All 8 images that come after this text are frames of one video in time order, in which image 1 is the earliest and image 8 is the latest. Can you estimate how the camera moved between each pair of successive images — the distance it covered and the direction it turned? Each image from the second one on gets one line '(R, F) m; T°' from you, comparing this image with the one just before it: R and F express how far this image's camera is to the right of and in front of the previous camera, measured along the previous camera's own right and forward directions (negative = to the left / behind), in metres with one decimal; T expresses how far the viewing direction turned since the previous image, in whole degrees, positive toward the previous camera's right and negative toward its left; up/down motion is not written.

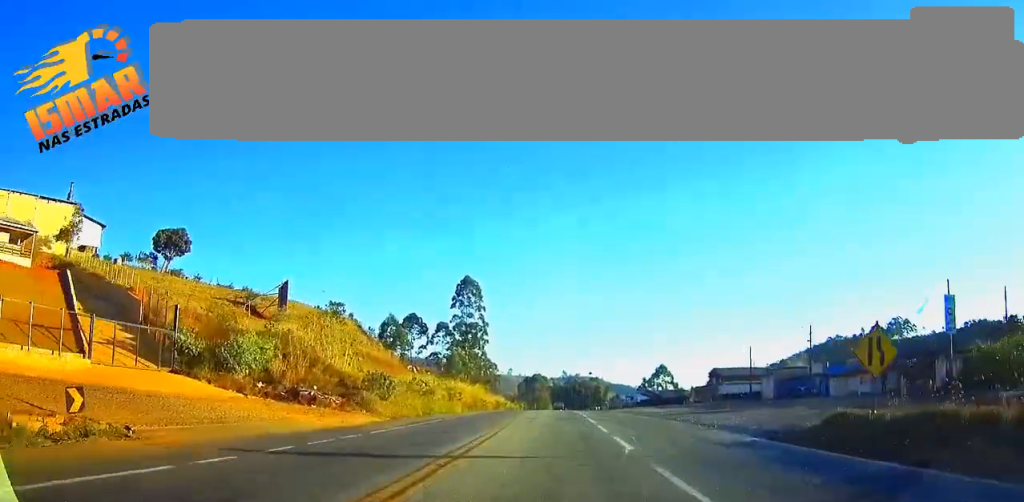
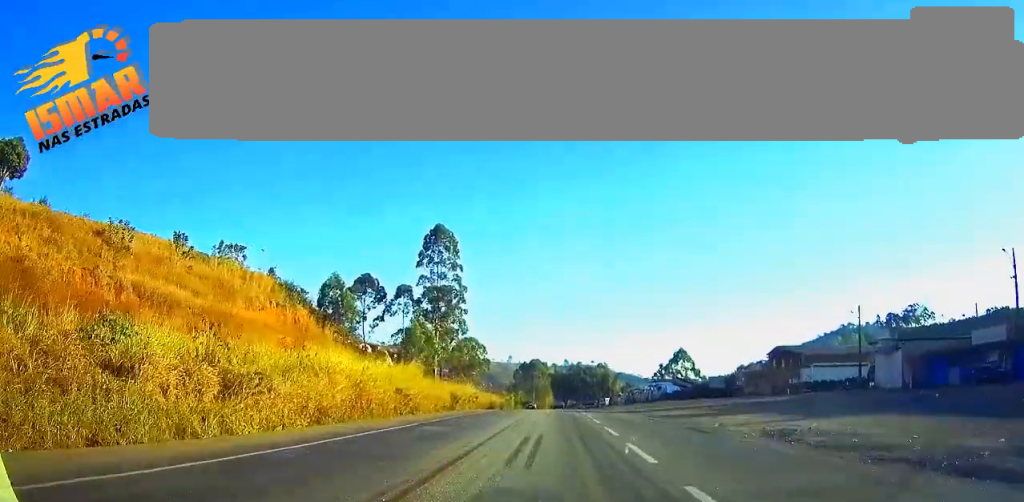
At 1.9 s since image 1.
(-0.1, +42.3) m; 0°
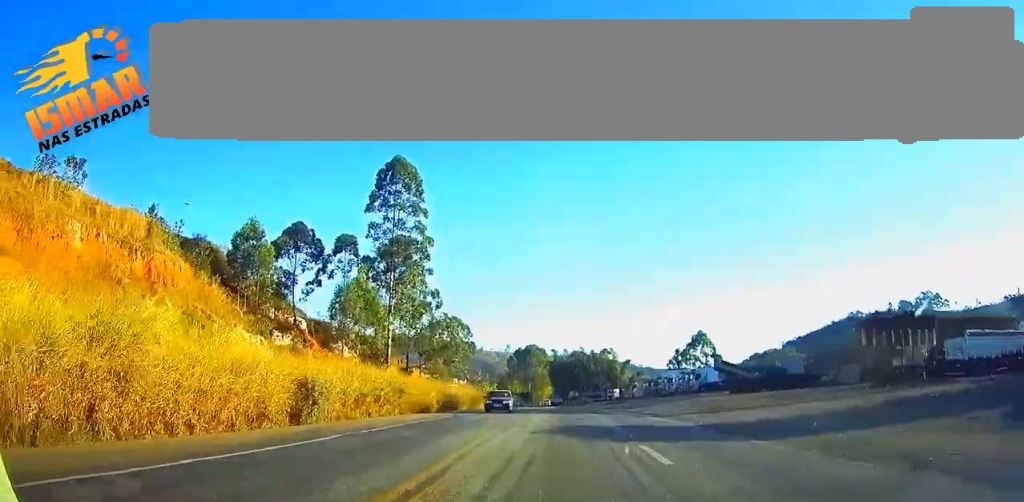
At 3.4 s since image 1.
(0.0, +33.8) m; 0°
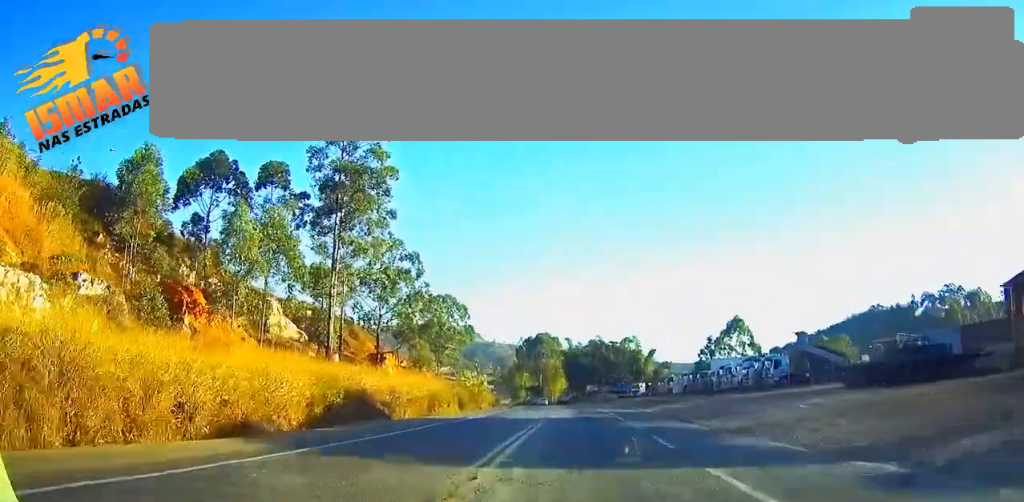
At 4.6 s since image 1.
(0.0, +28.2) m; 0°
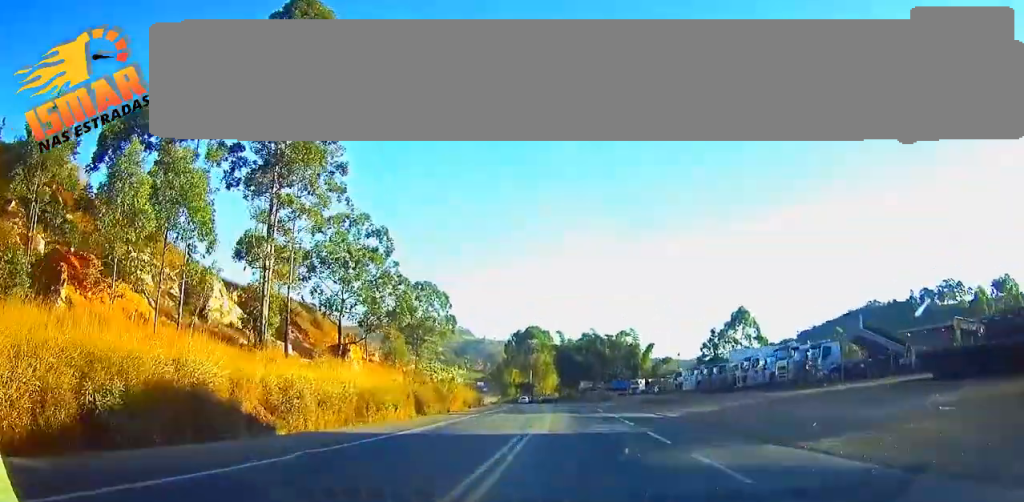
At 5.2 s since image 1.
(0.0, +13.2) m; 0°
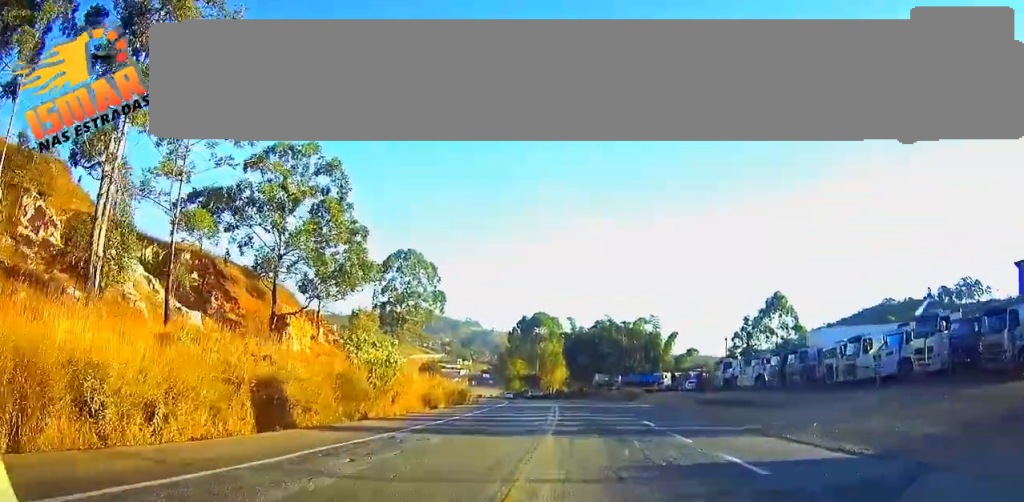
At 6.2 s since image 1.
(-0.1, +21.4) m; 0°
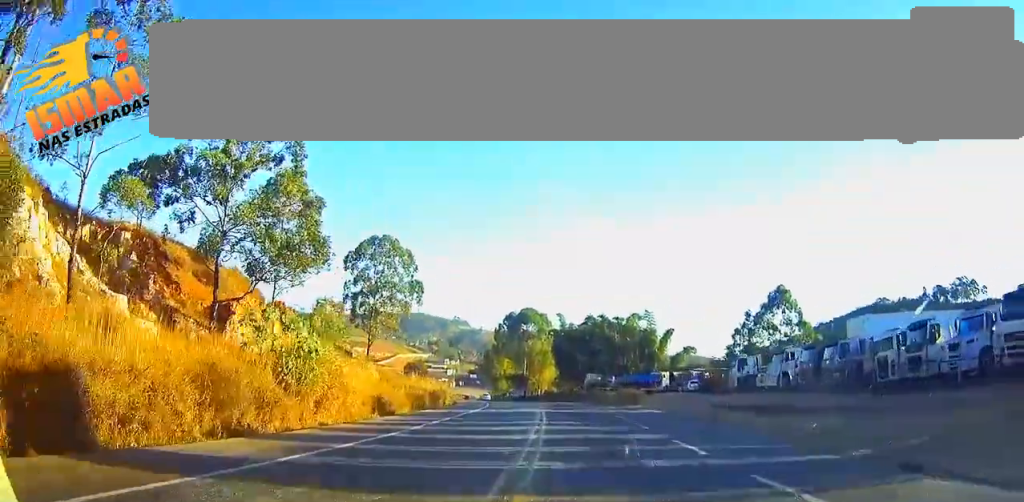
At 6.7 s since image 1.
(0.0, +9.0) m; 0°
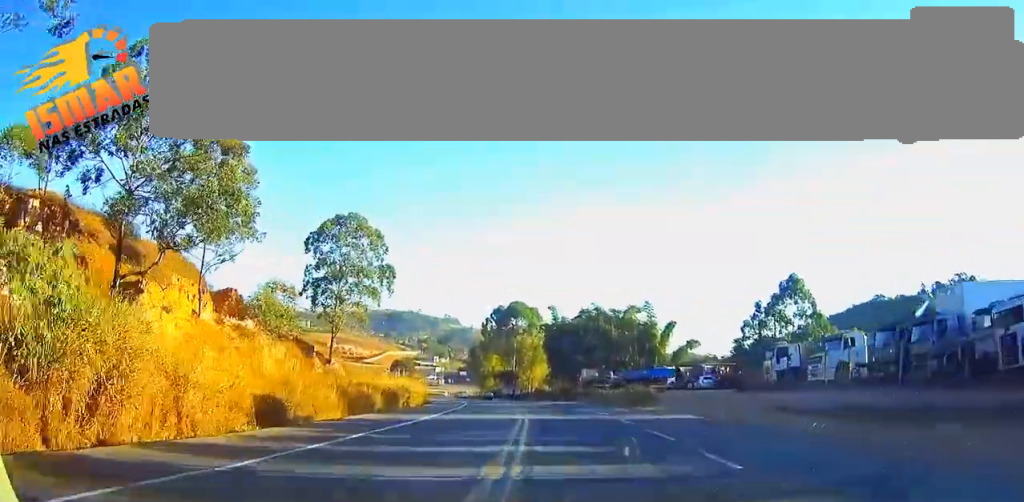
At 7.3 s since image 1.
(0.0, +12.3) m; 0°
